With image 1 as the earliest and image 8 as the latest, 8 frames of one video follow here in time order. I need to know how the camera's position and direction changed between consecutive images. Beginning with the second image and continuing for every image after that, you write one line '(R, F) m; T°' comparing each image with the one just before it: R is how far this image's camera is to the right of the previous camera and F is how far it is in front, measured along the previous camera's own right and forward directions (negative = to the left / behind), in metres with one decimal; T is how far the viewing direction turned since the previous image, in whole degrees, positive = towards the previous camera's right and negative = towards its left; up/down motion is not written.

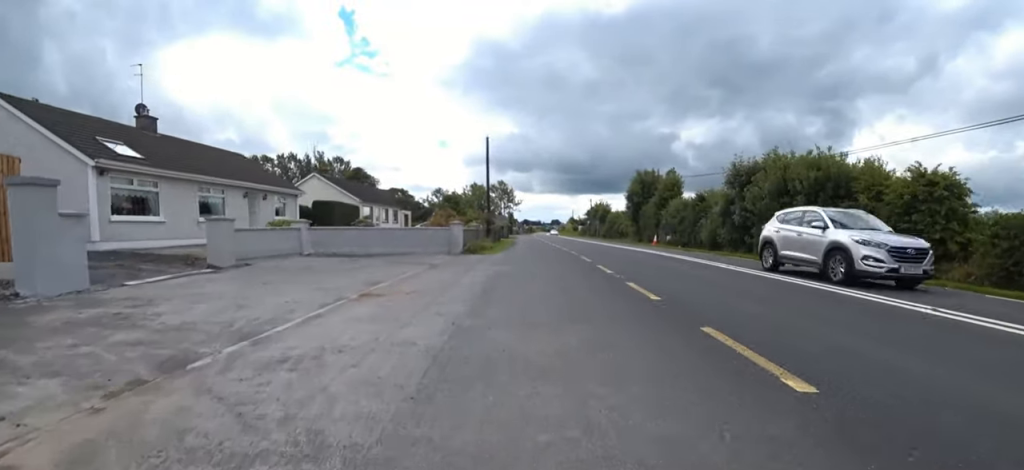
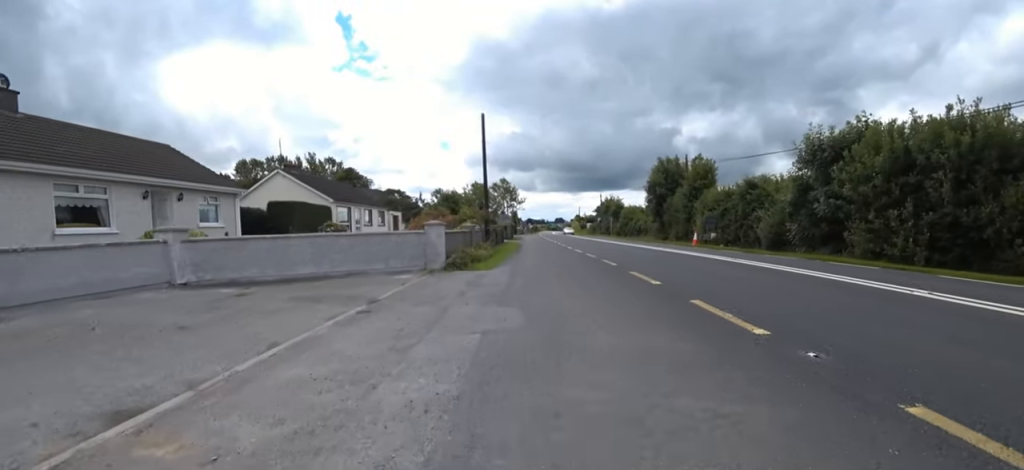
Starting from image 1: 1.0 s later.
(-0.3, +6.3) m; 0°
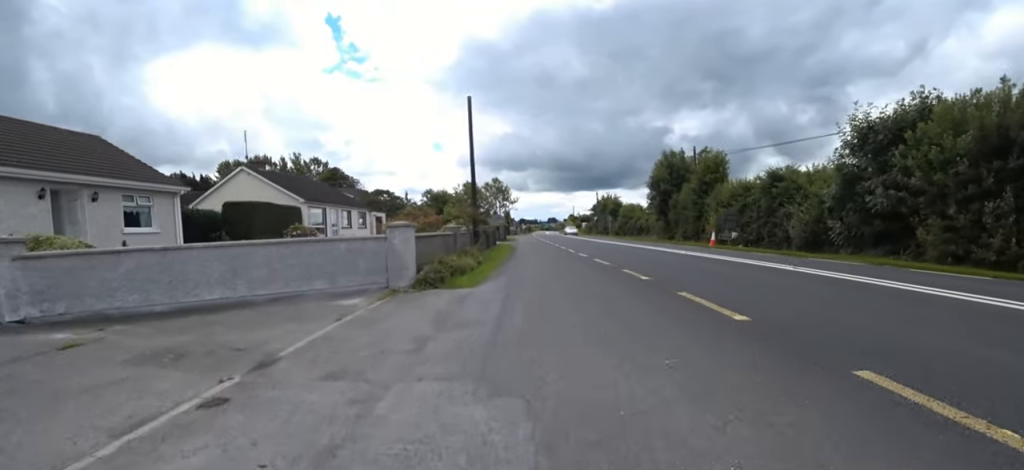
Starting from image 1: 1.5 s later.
(-0.2, +3.2) m; 0°
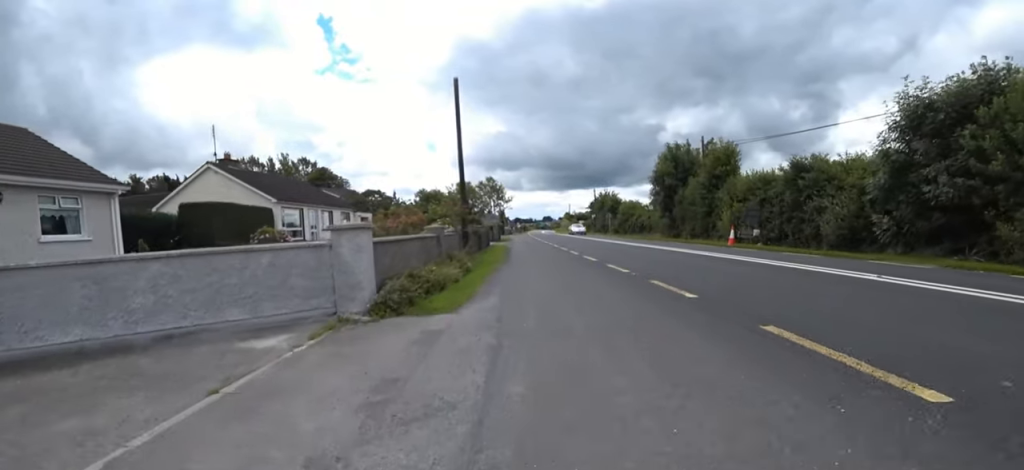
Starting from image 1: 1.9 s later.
(+0.4, +2.5) m; 0°
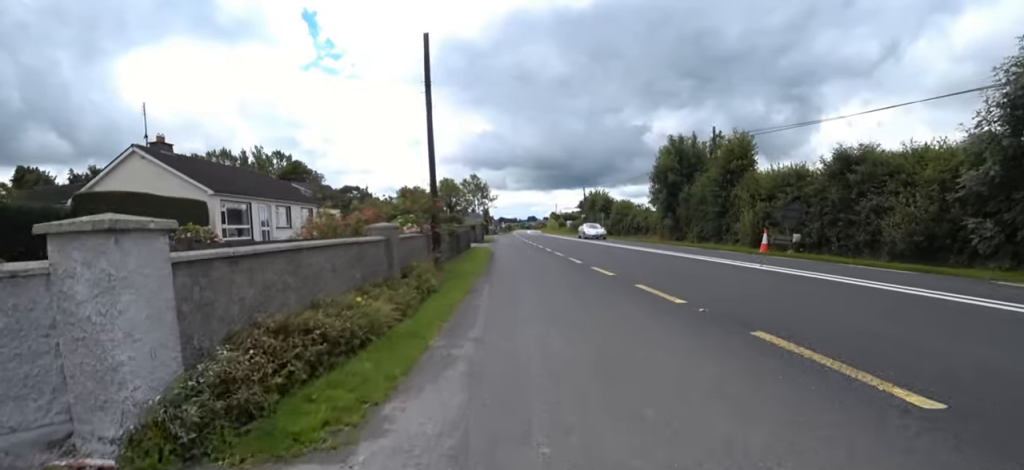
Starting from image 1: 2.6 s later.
(+0.2, +4.0) m; 0°
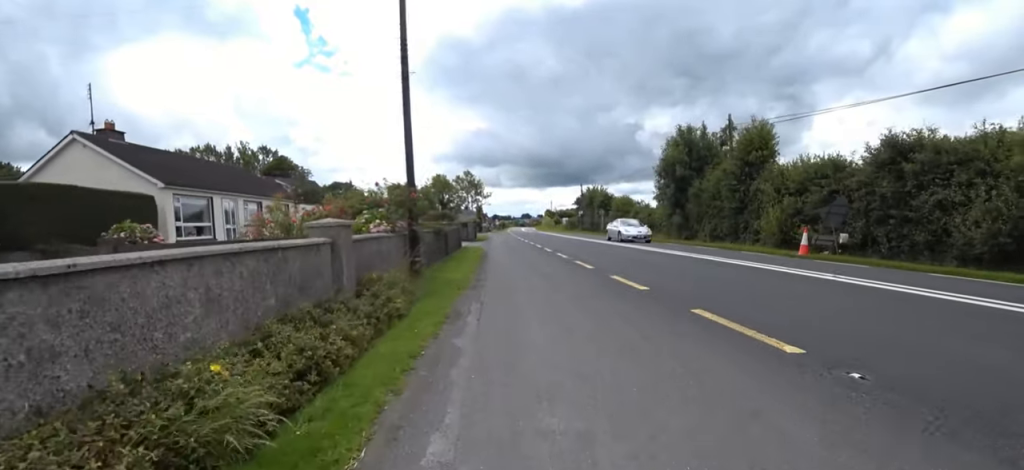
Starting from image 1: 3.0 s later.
(-0.4, +2.6) m; 0°
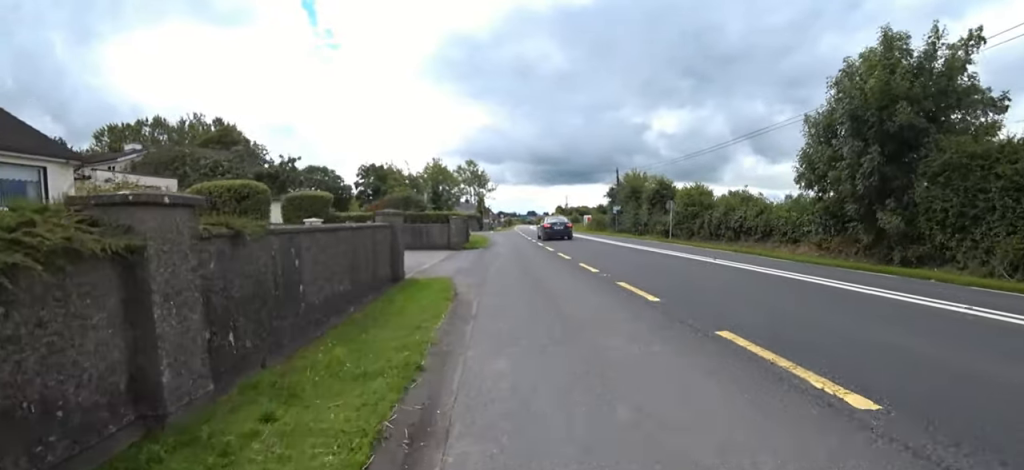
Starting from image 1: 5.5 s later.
(+1.3, +16.5) m; 0°
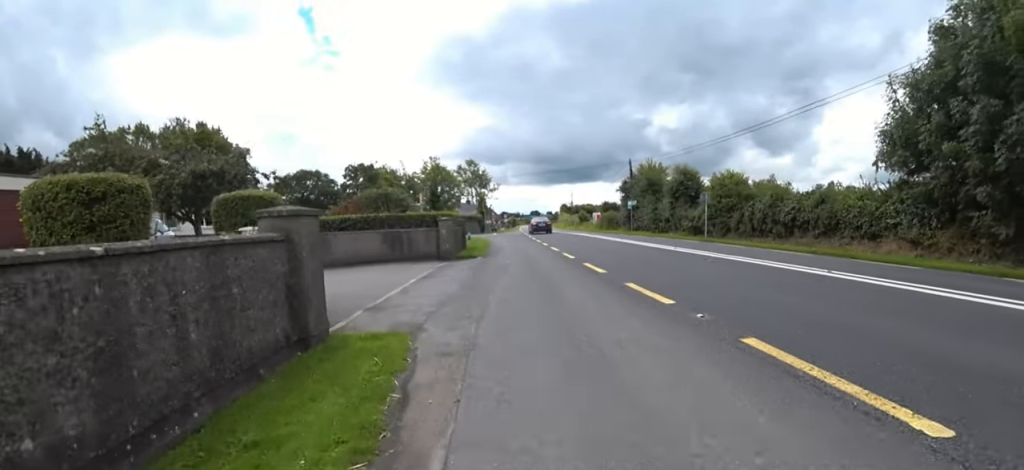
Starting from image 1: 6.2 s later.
(-0.6, +4.4) m; 0°
